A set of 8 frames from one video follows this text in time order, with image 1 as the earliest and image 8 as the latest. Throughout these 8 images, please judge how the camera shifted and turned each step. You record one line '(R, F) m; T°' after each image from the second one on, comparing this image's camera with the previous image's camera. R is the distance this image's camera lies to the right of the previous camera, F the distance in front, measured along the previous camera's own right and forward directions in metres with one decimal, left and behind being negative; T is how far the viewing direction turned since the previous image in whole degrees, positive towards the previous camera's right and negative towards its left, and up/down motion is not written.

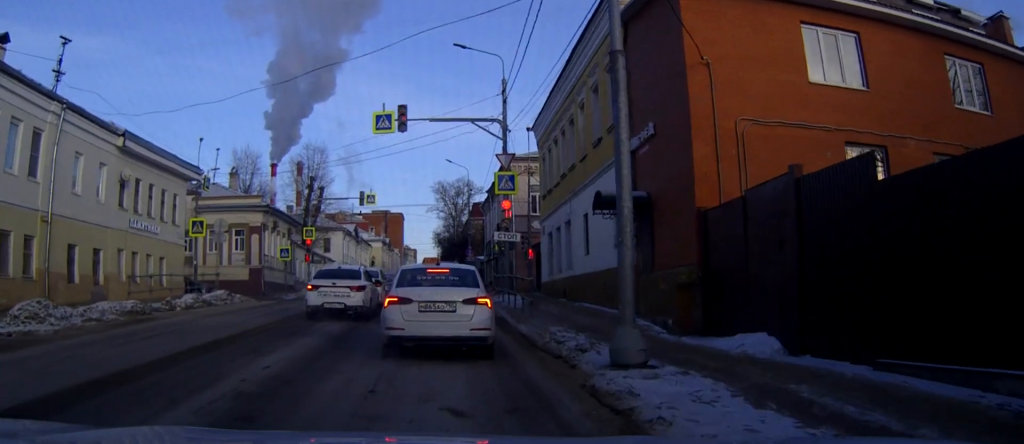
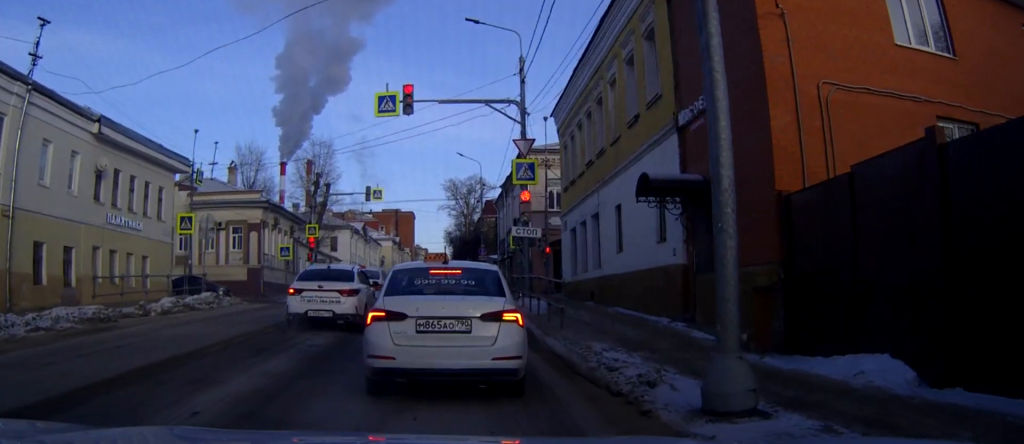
(0.0, +4.5) m; +3°
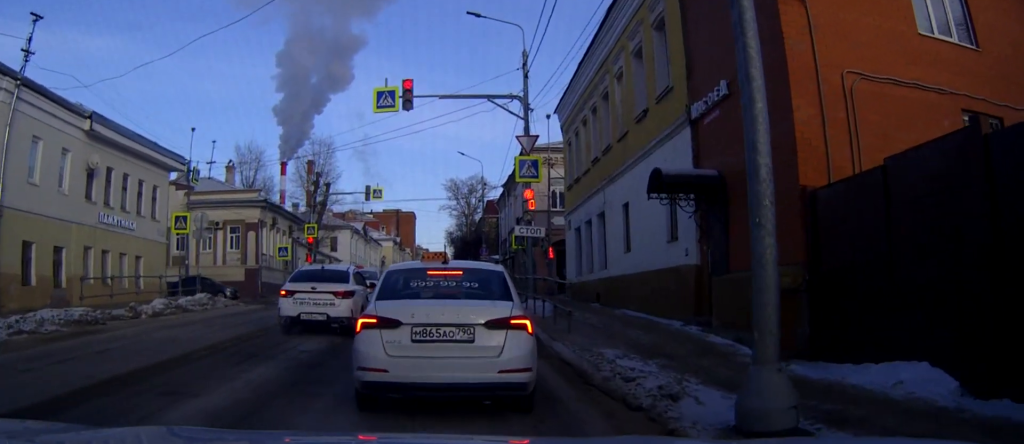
(0.0, +1.3) m; +2°
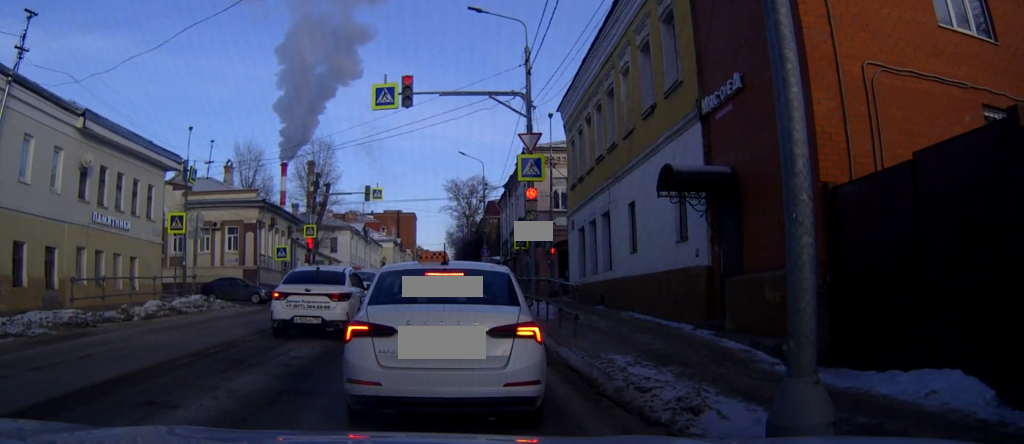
(+0.1, +2.4) m; +3°
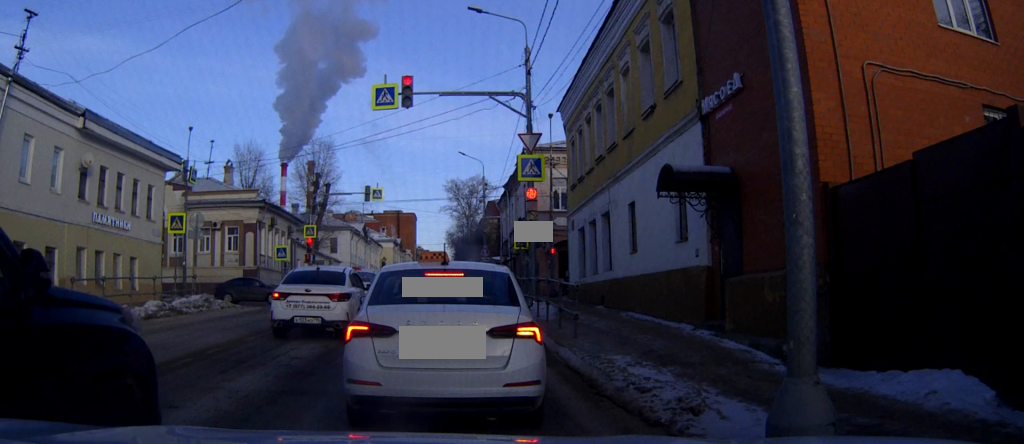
(0.0, +0.1) m; 0°
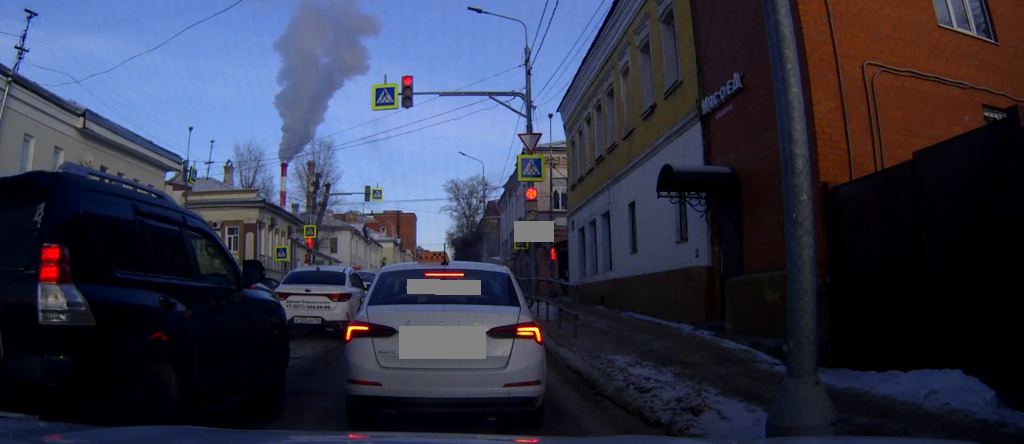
(0.0, 0.0) m; 0°
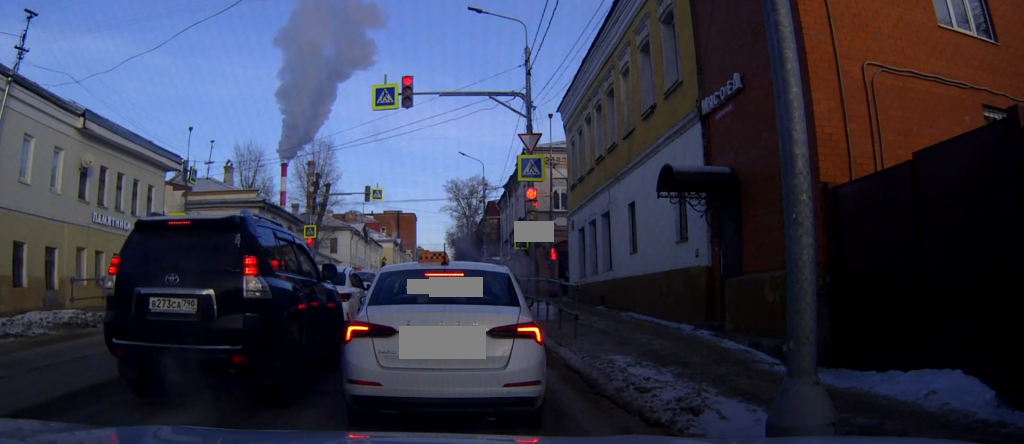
(0.0, +0.4) m; 0°
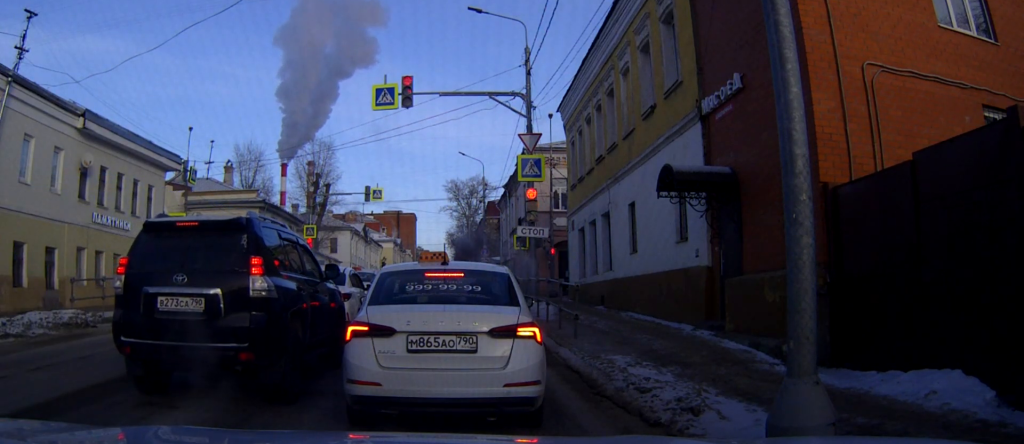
(0.0, 0.0) m; 0°
